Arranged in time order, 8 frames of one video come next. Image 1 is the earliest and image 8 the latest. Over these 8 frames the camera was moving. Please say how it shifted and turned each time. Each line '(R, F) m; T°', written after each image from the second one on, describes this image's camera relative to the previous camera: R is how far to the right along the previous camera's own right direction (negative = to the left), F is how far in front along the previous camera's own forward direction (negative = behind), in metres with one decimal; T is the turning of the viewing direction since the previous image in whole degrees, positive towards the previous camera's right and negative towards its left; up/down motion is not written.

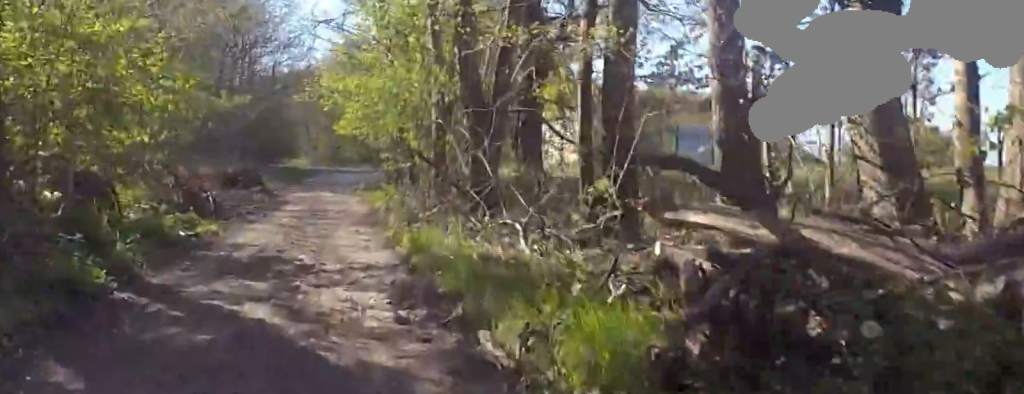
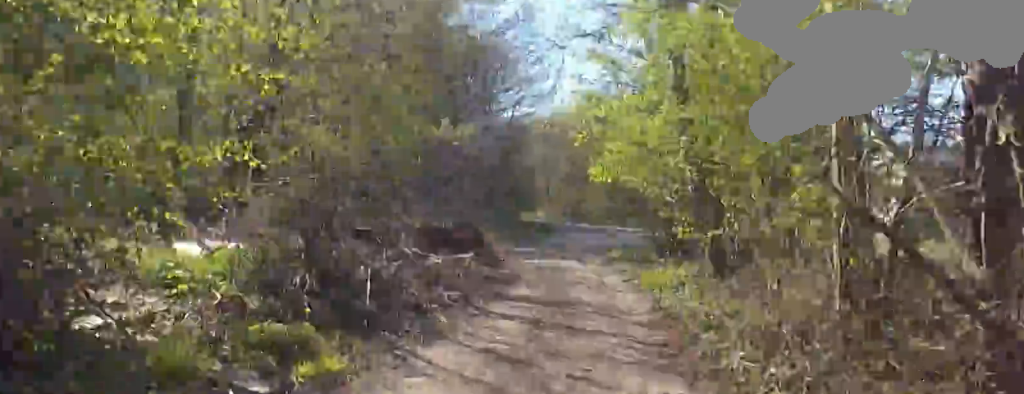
(0.0, +6.7) m; 0°
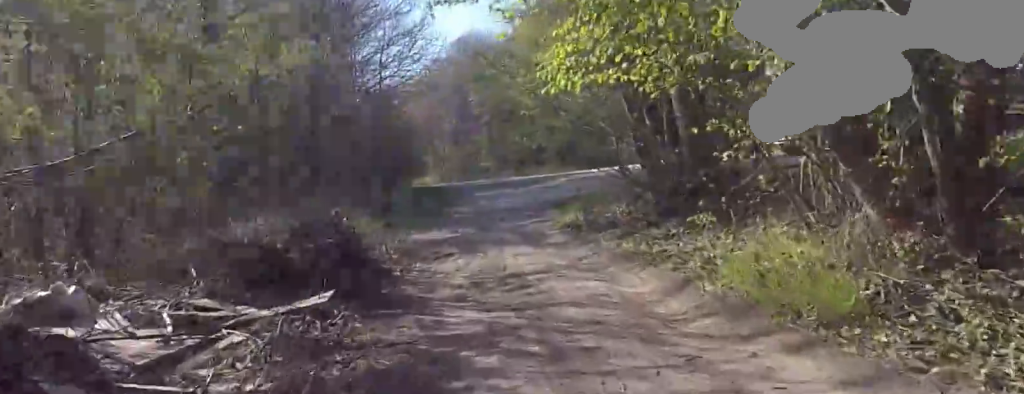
(0.0, +8.4) m; 0°
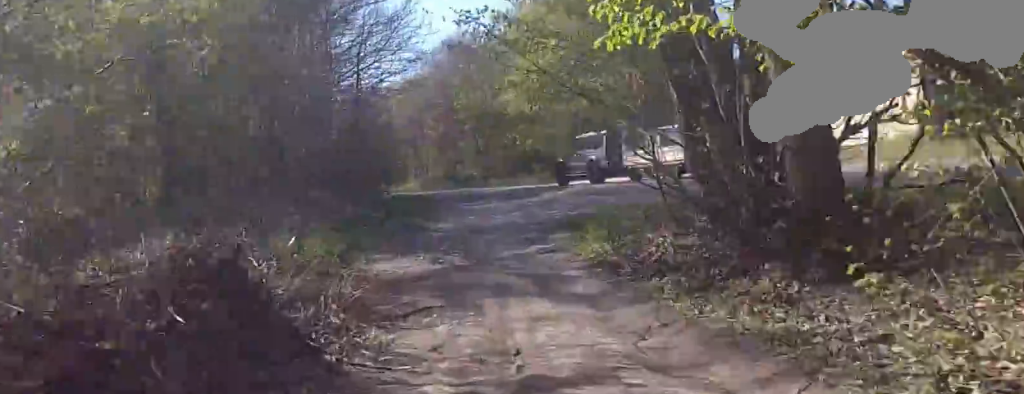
(0.0, +4.0) m; 0°
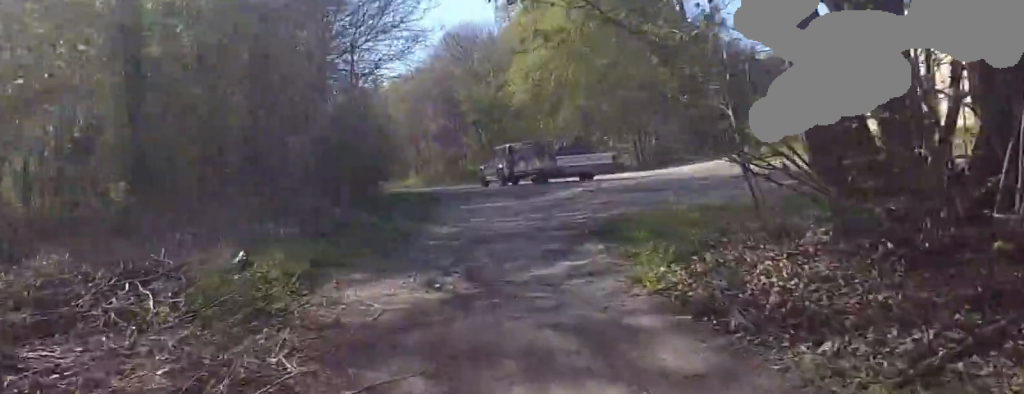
(0.0, +3.4) m; +1°
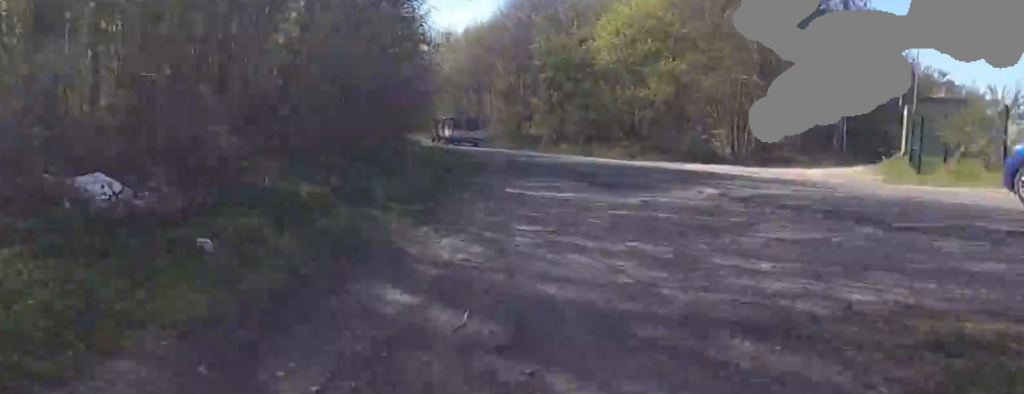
(+0.3, +8.9) m; +6°
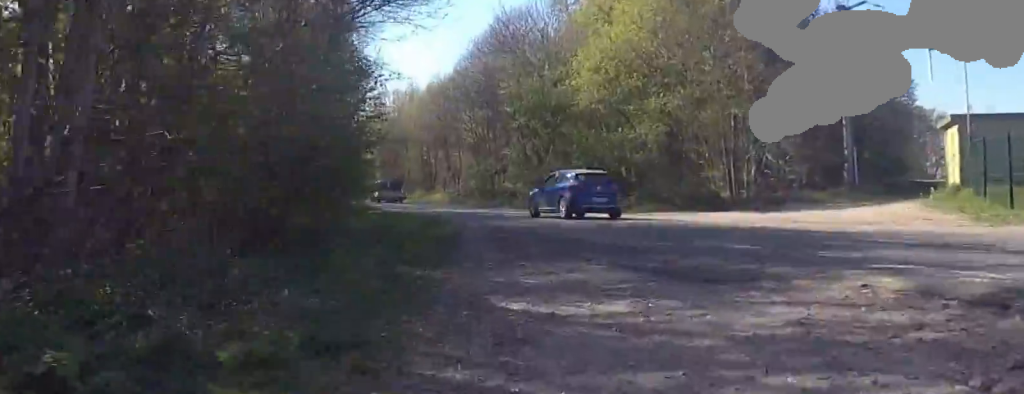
(+0.3, +5.8) m; -10°
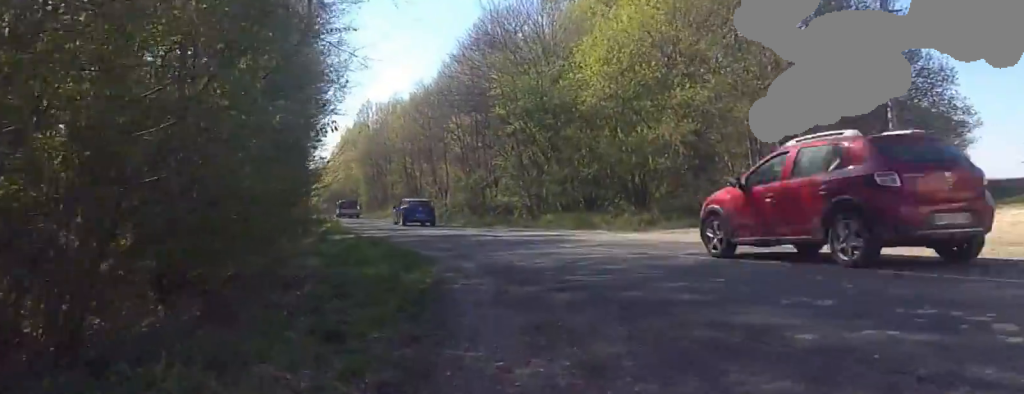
(-1.6, +6.3) m; -5°
